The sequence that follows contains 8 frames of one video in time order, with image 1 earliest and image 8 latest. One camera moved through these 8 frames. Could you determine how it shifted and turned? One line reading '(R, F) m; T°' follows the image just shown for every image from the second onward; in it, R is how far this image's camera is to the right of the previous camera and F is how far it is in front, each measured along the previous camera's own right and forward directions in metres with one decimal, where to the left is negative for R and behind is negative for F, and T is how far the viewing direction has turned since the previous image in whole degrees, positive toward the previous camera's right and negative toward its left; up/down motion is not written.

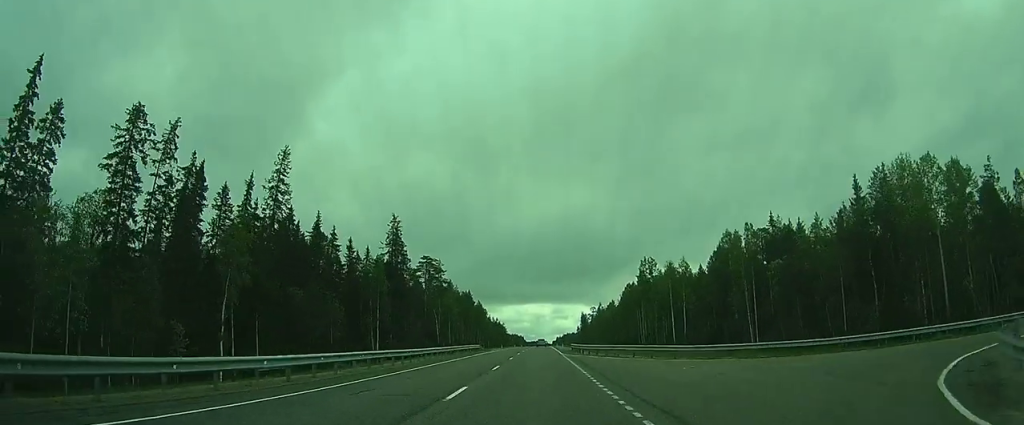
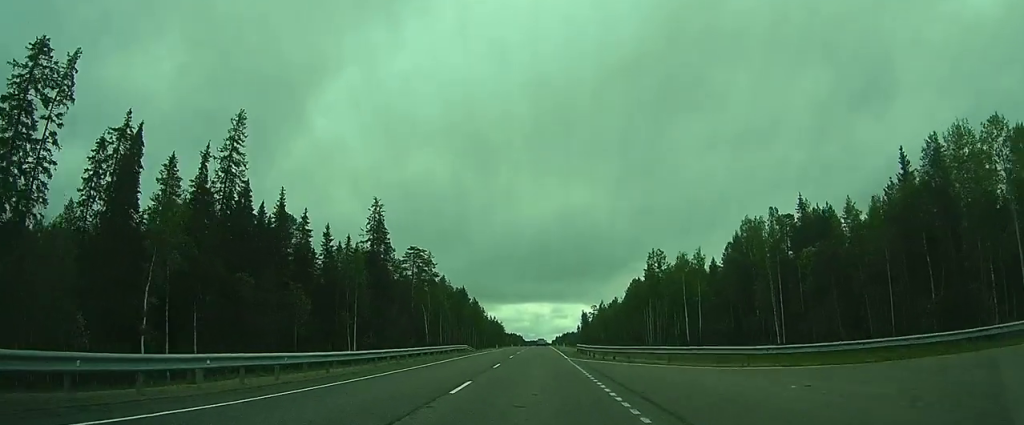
(0.0, +10.6) m; 0°
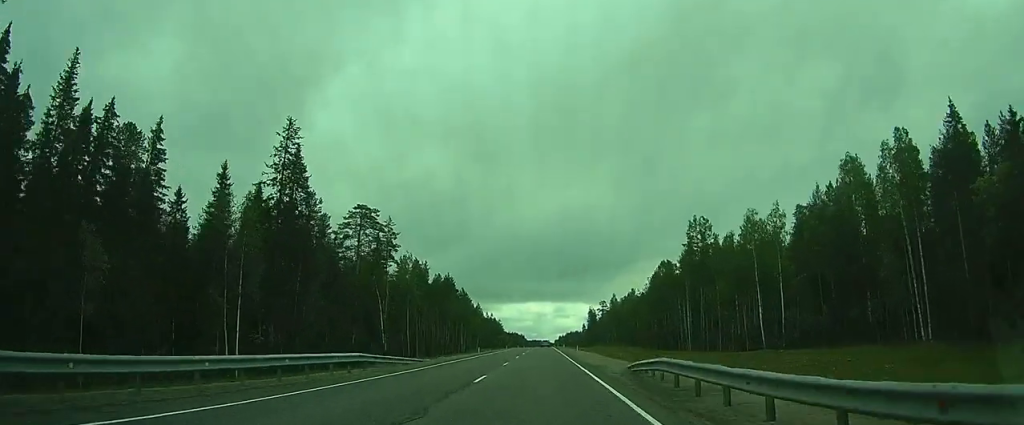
(0.0, +31.5) m; 0°
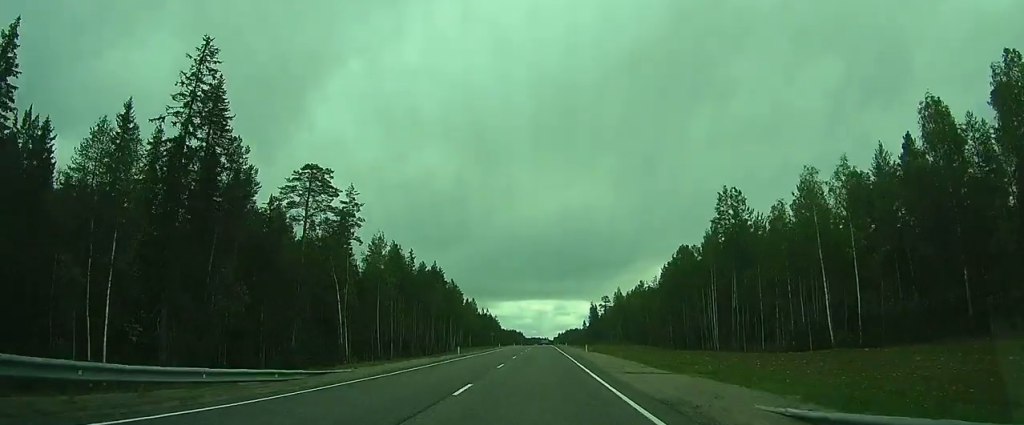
(0.0, +15.6) m; 0°
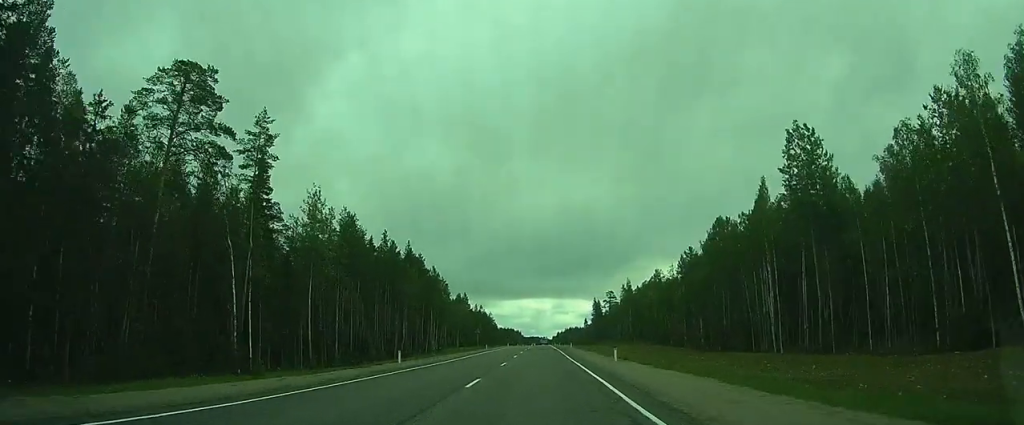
(0.0, +21.4) m; 0°
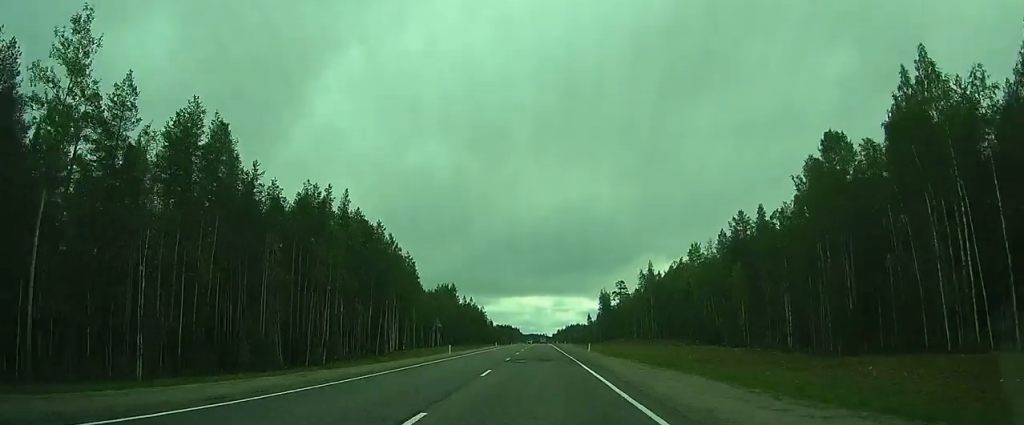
(-0.2, +30.9) m; 0°
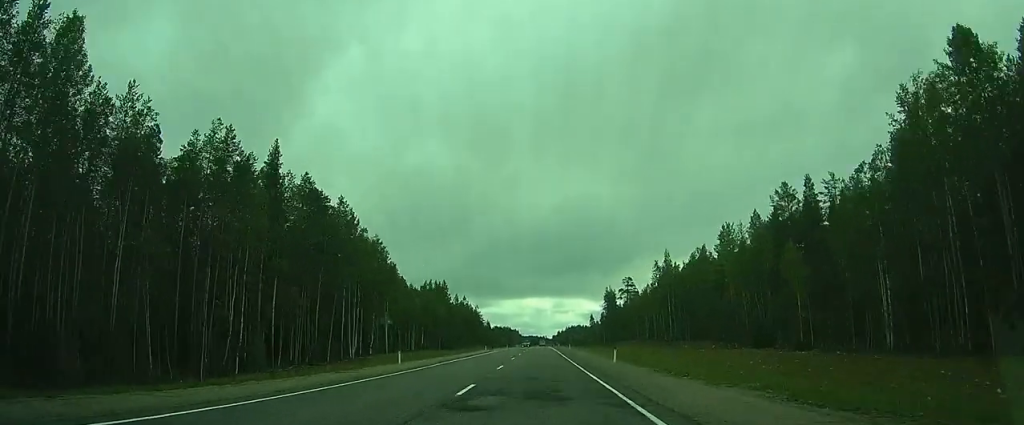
(-0.1, +16.9) m; 0°
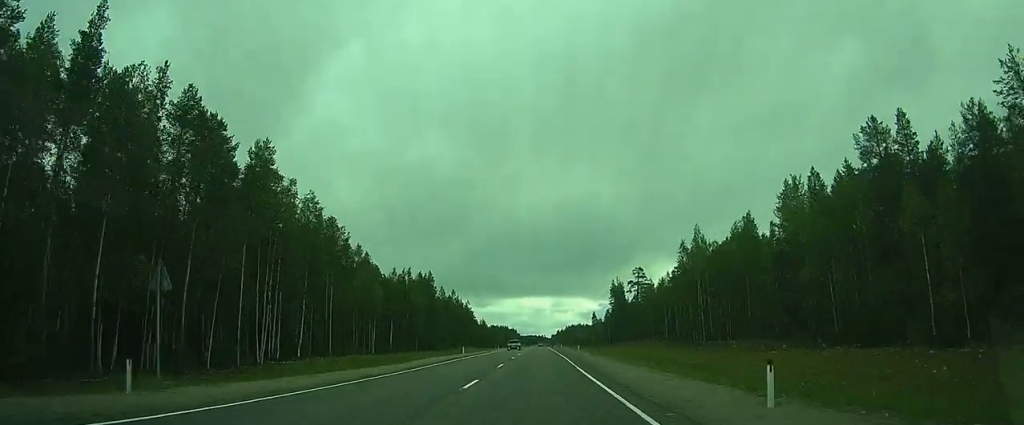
(+0.1, +21.2) m; 0°
